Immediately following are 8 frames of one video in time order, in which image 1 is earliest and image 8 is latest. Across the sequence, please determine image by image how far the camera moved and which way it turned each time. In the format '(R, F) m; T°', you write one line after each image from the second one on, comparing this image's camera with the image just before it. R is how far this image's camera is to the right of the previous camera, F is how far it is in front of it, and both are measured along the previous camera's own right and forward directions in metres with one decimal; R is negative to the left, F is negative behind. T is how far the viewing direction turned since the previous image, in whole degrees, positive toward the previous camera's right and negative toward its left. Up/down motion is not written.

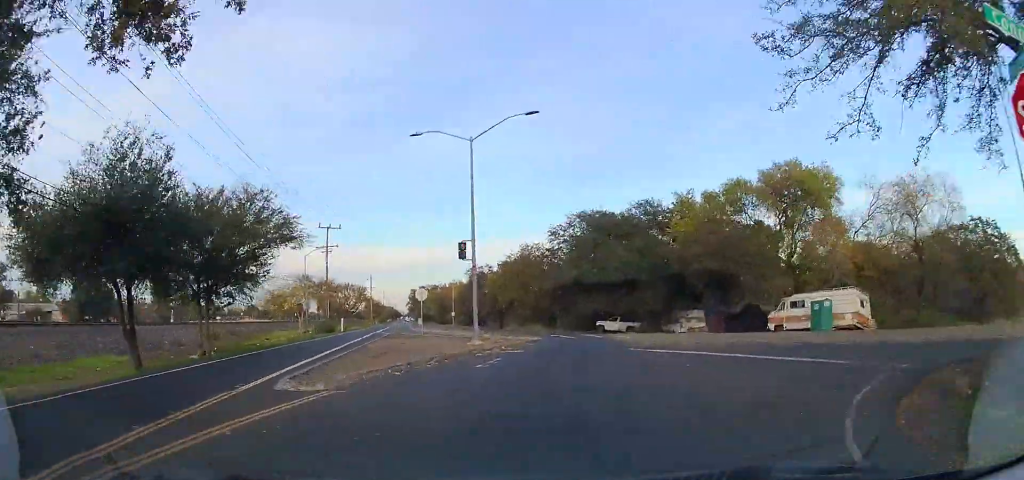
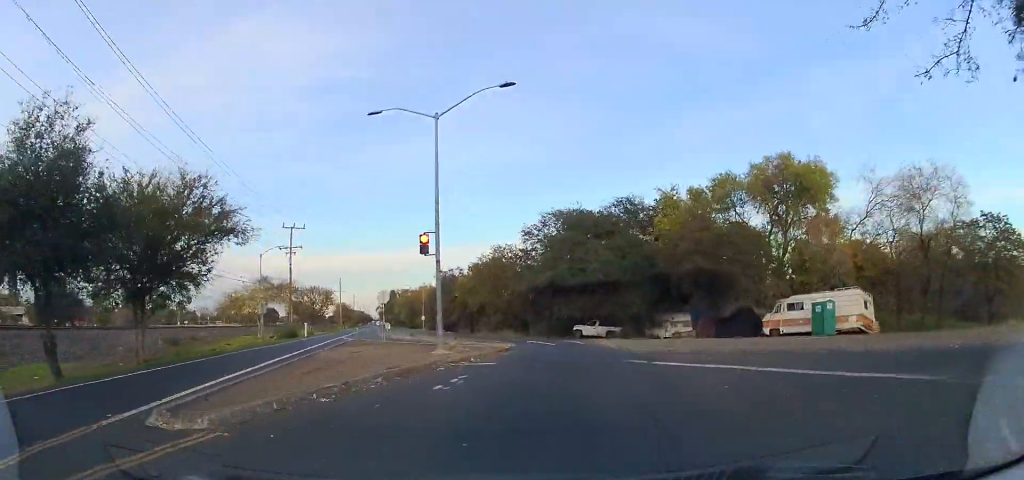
(+0.3, +3.7) m; +4°
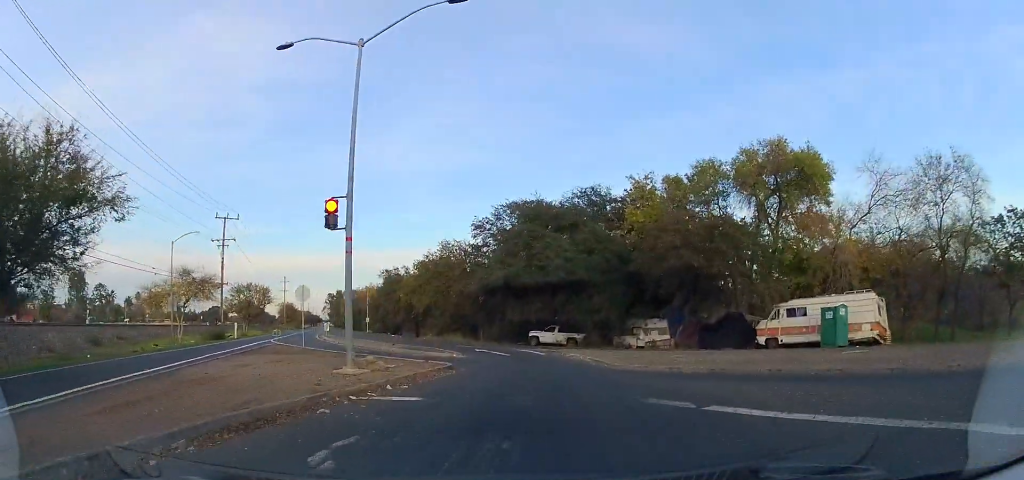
(+0.4, +7.2) m; +6°
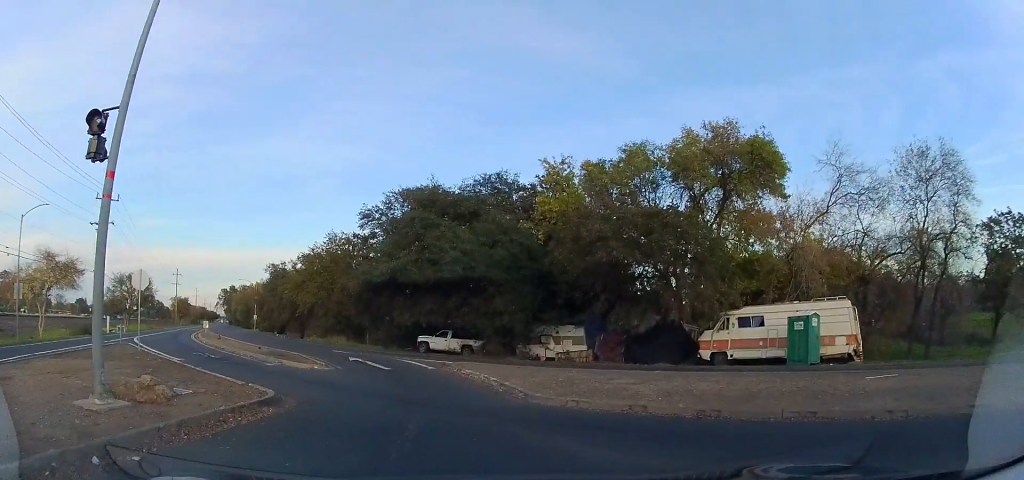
(+0.9, +8.3) m; +14°
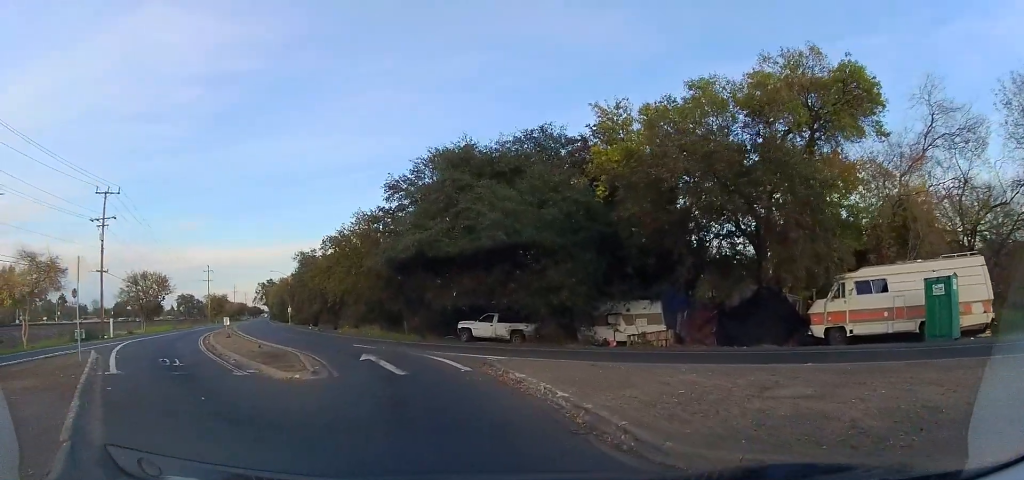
(0.0, +5.5) m; -8°
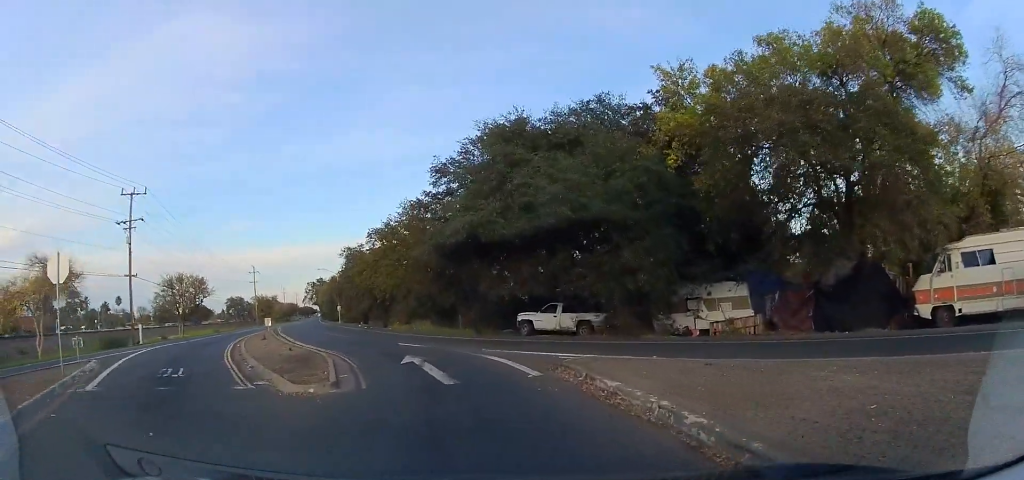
(0.0, +2.3) m; -7°
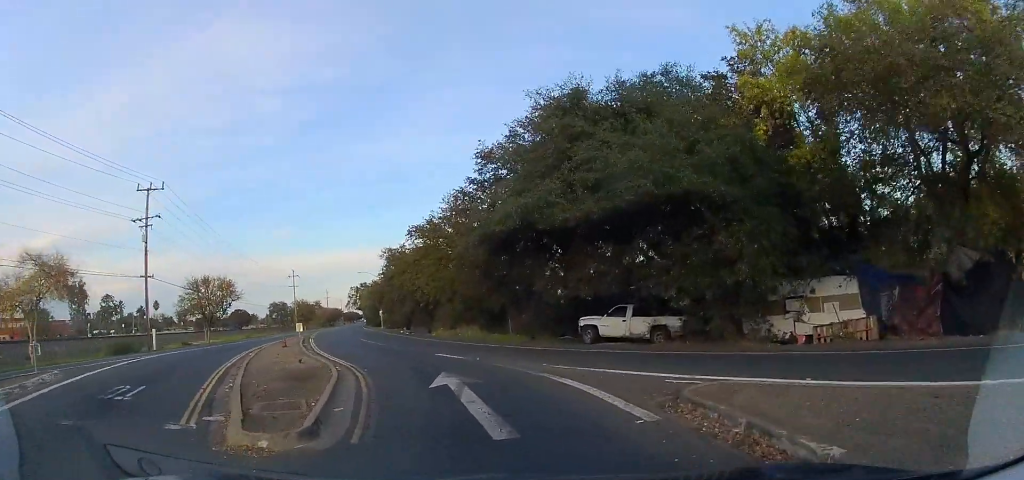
(-0.4, +3.8) m; -5°
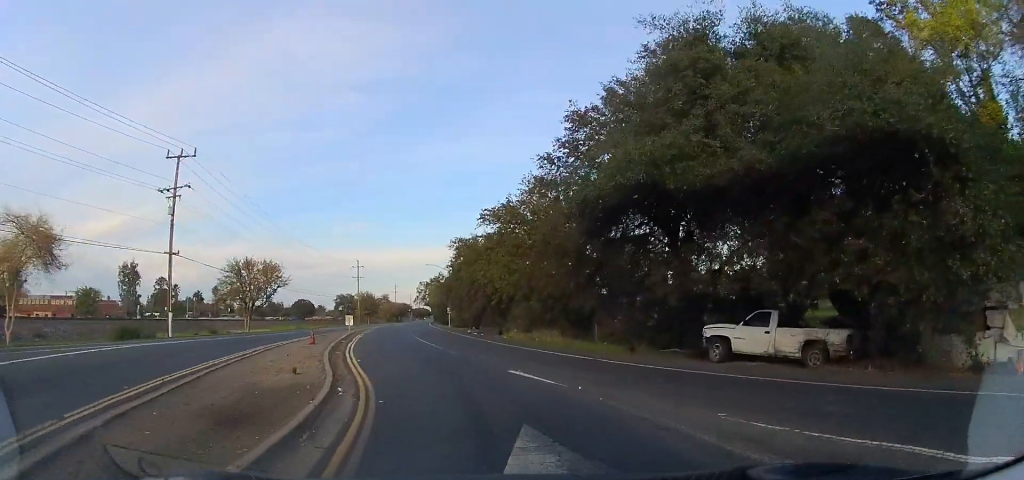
(-0.2, +5.8) m; -7°
